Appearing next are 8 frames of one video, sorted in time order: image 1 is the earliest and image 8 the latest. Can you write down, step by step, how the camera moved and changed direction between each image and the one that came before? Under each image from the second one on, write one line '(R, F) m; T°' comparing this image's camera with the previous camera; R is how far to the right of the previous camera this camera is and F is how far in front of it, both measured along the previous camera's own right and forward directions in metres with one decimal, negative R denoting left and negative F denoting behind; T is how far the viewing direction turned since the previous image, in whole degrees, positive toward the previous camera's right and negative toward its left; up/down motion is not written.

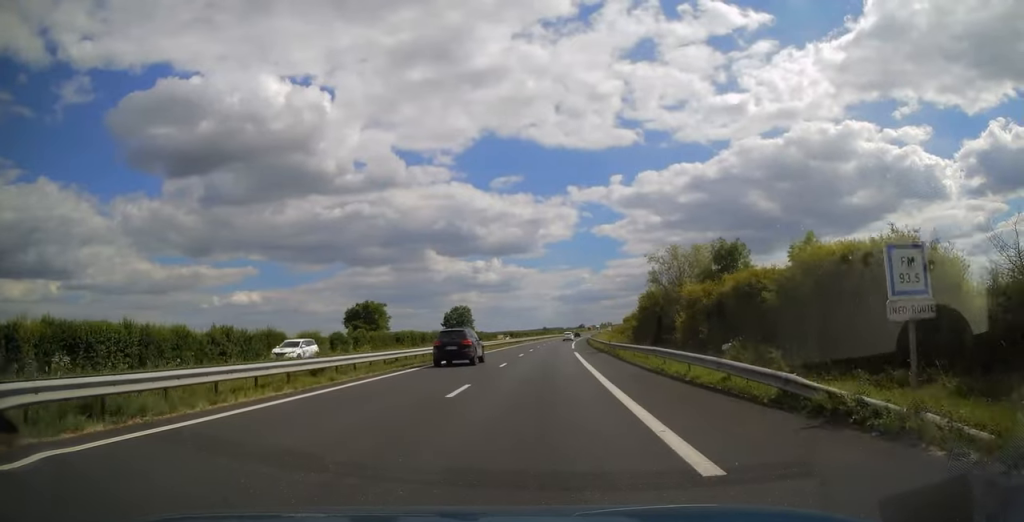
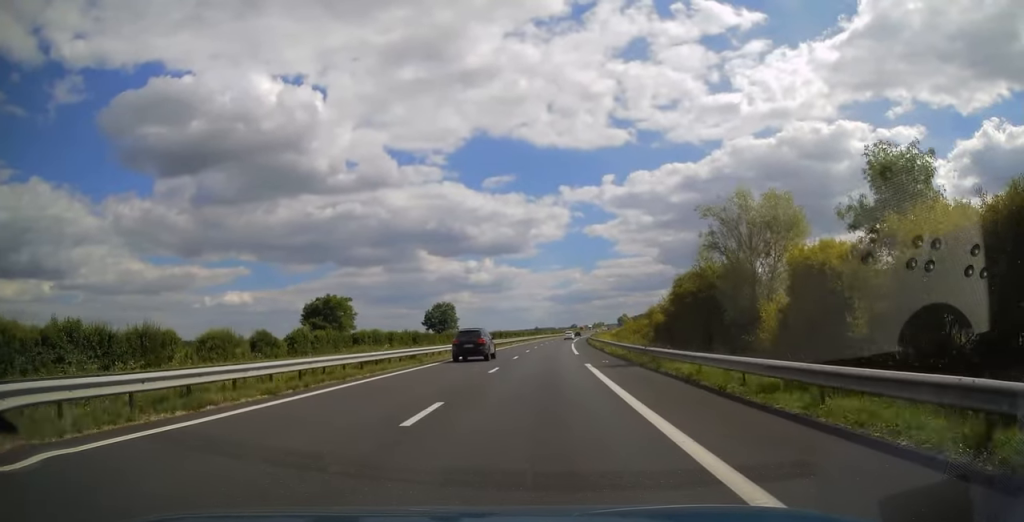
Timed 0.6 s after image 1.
(+0.1, +17.3) m; +1°
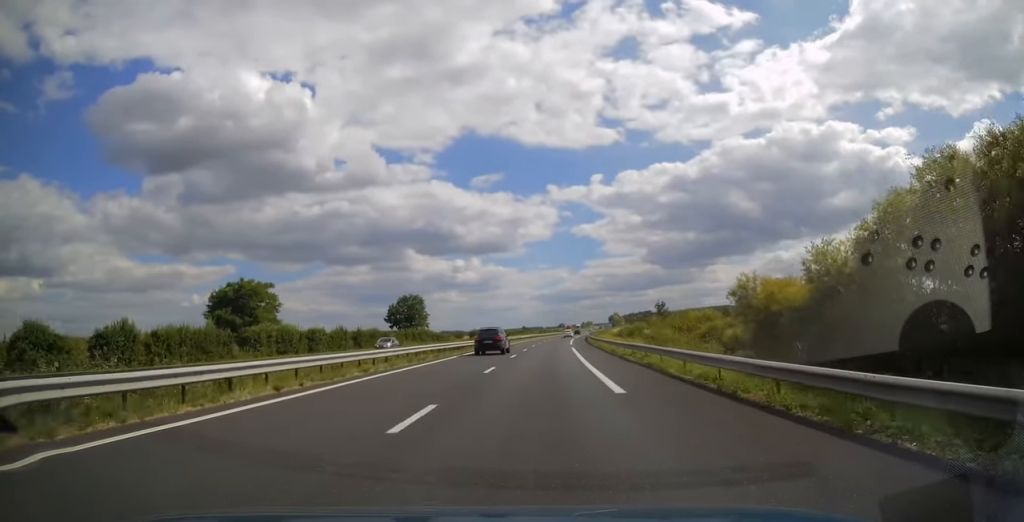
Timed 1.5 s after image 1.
(+0.3, +26.1) m; +1°
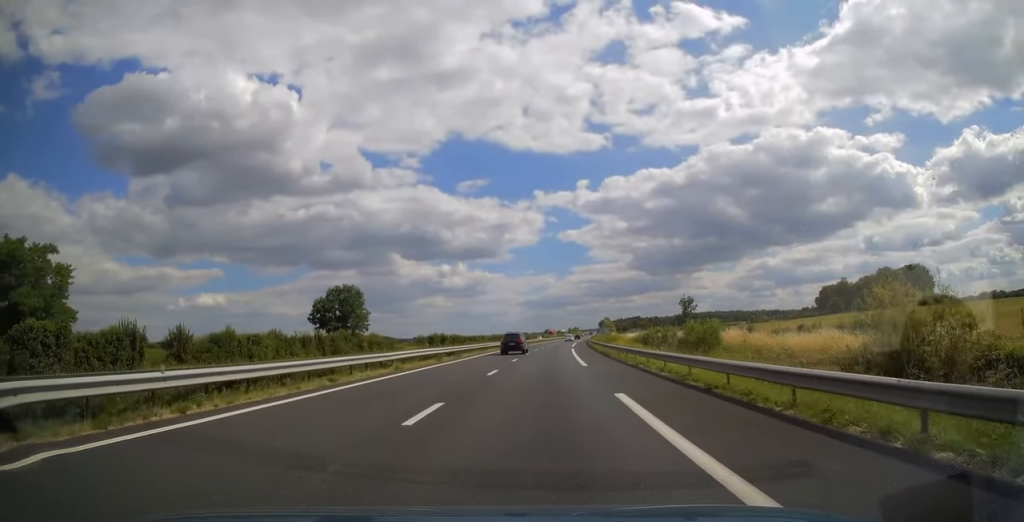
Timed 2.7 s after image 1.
(+0.4, +36.8) m; +2°
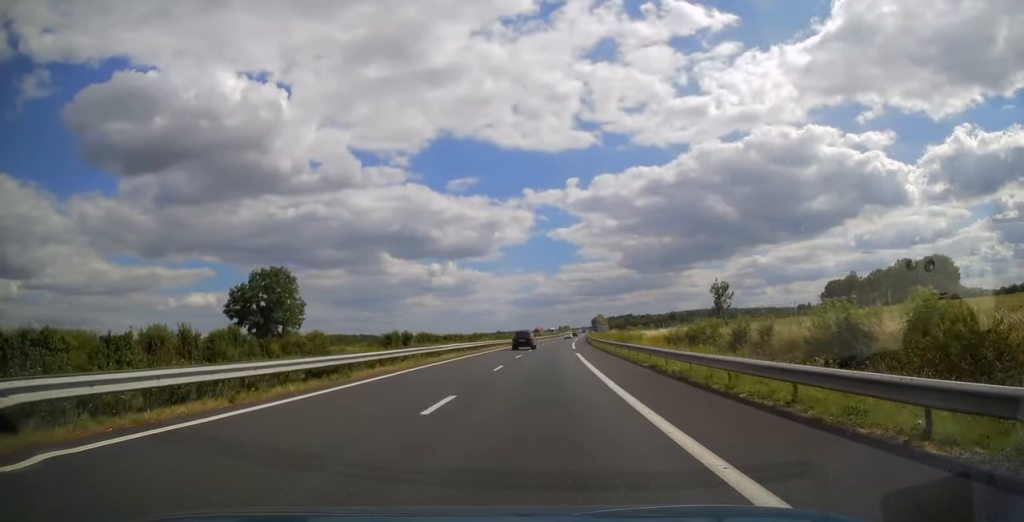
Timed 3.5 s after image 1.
(+0.3, +24.0) m; +1°
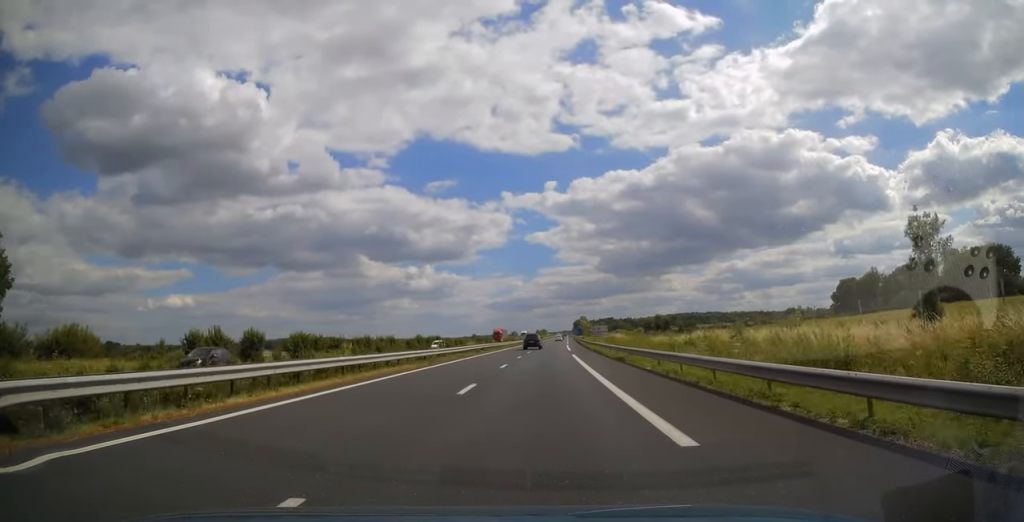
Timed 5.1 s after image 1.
(+0.7, +46.7) m; +1°
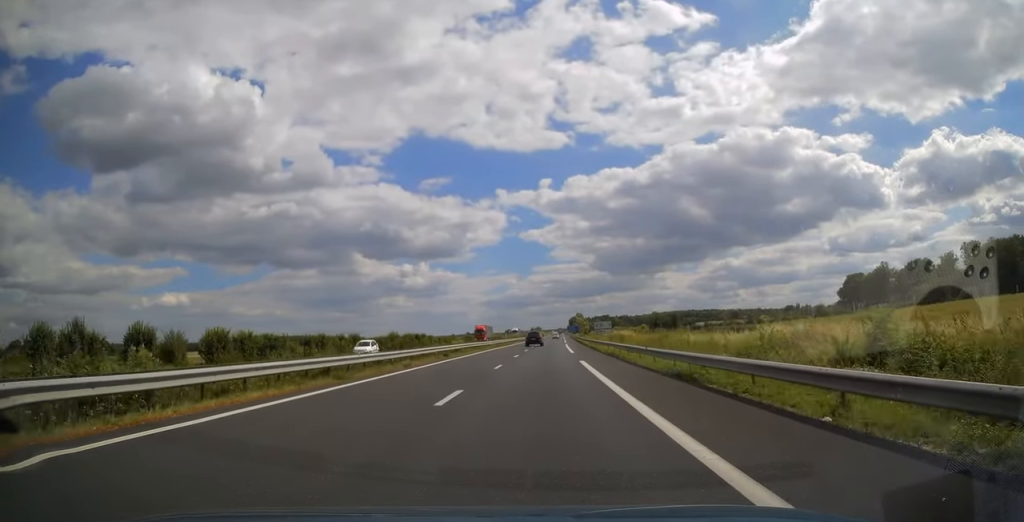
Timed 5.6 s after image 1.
(0.0, +15.3) m; 0°
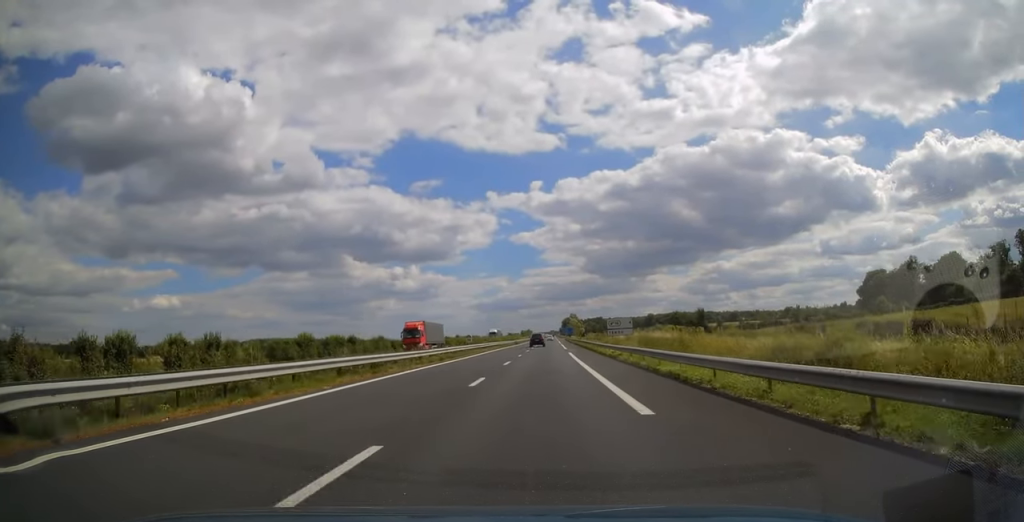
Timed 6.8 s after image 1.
(+0.3, +33.0) m; +1°
